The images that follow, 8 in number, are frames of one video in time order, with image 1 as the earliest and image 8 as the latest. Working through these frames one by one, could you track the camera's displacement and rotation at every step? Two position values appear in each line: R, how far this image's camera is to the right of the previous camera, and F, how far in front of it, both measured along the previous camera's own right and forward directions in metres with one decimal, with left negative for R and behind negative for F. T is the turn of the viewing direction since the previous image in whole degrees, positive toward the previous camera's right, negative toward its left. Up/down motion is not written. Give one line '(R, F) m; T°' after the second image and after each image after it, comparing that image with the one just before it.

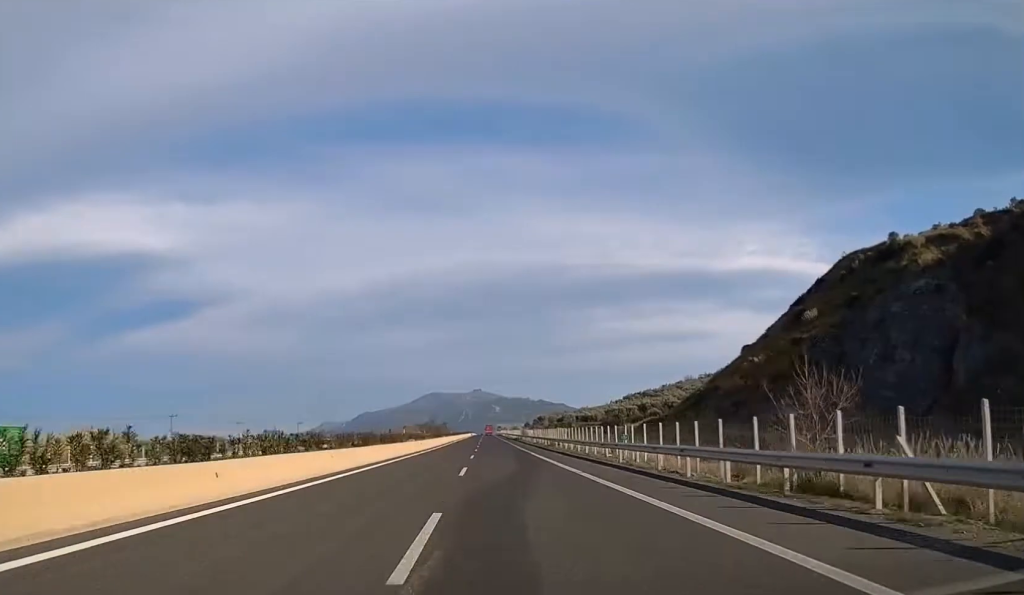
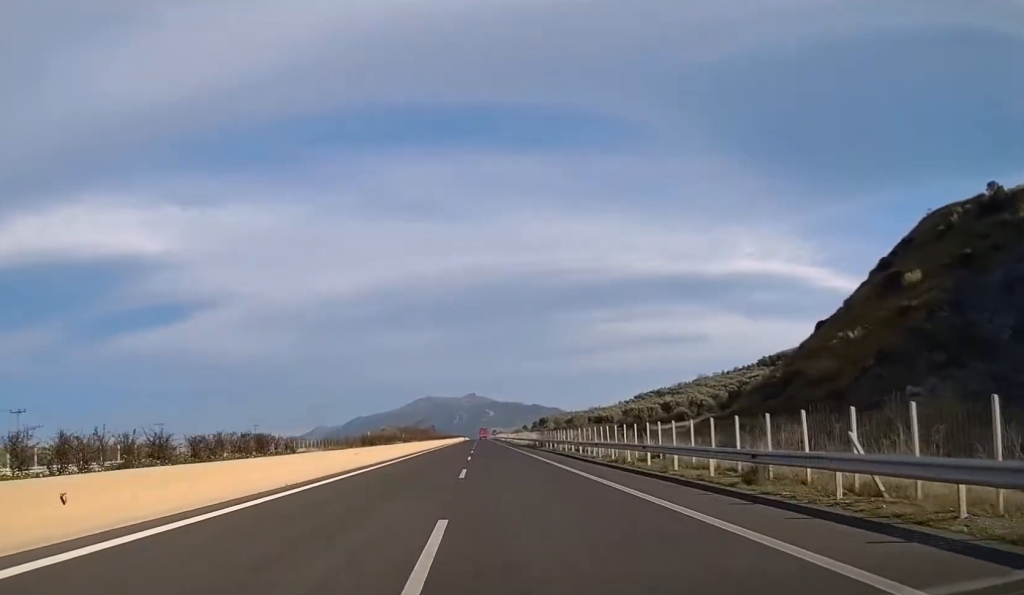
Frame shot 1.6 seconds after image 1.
(-0.3, +56.5) m; 0°
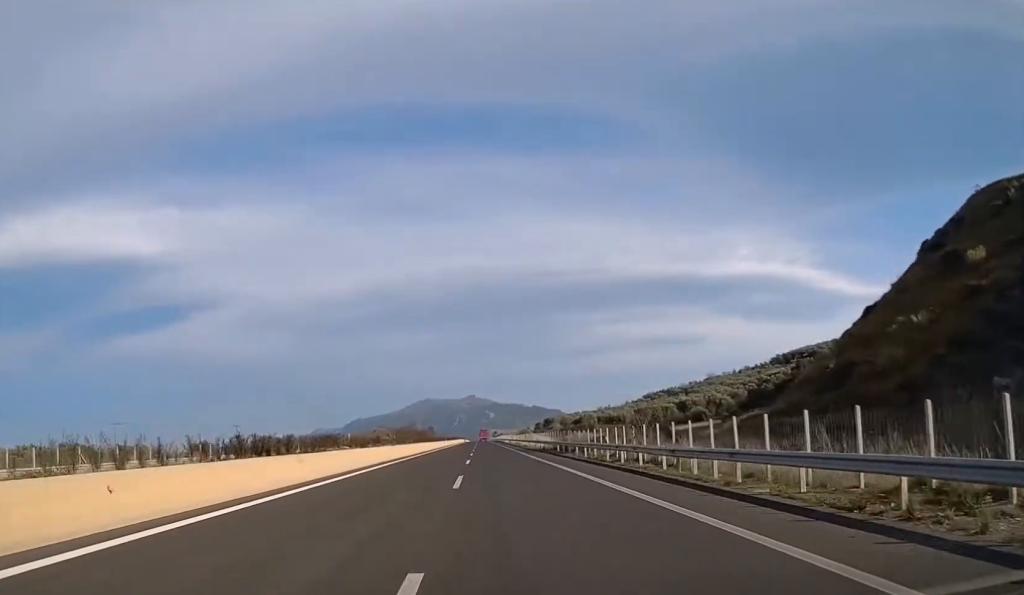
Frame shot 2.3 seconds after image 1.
(+0.1, +22.3) m; +1°
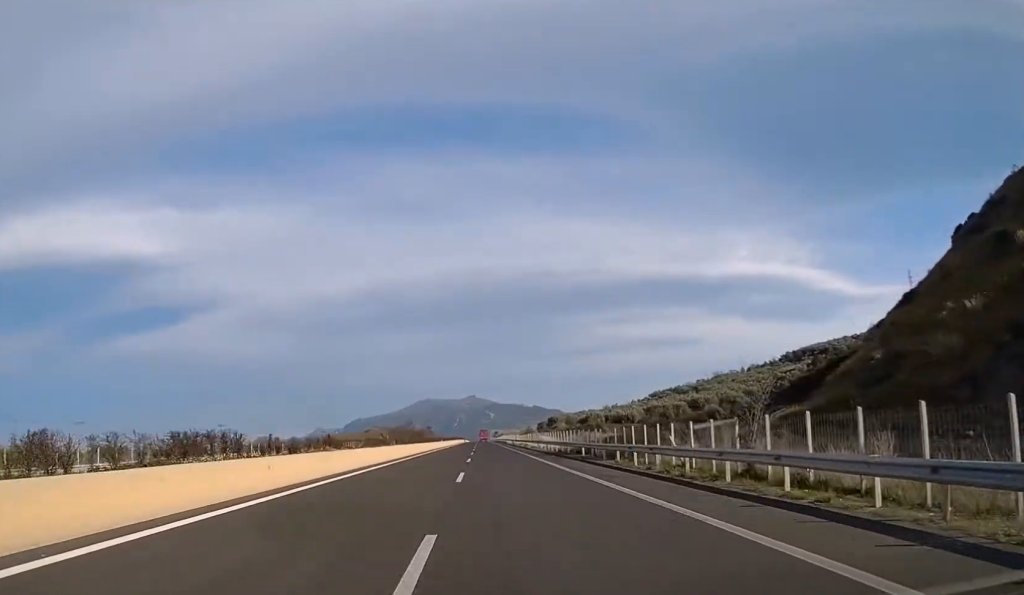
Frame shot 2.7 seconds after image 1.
(0.0, +16.6) m; 0°
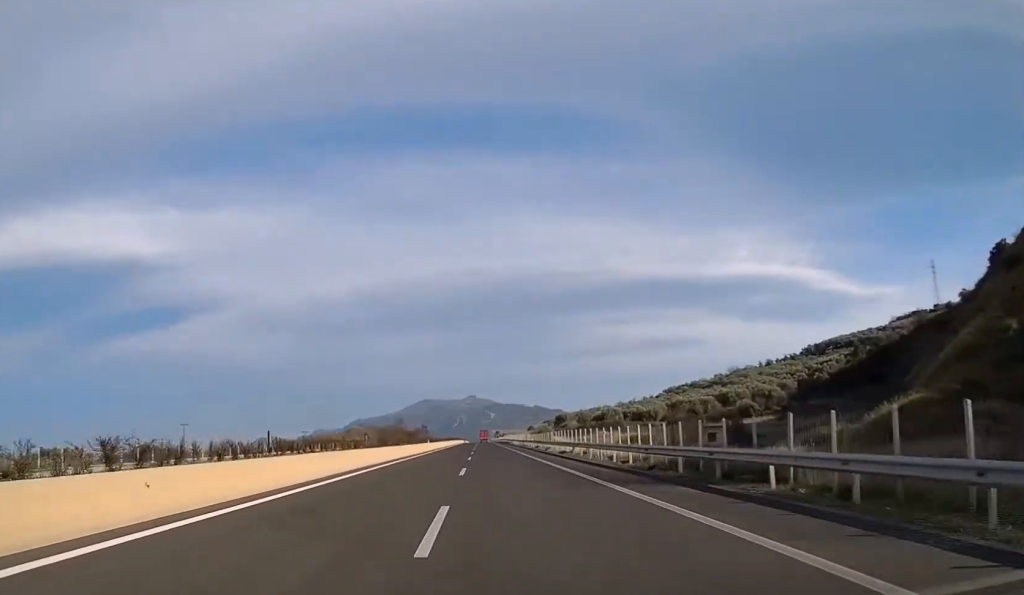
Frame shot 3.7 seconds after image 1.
(+0.2, +33.8) m; 0°
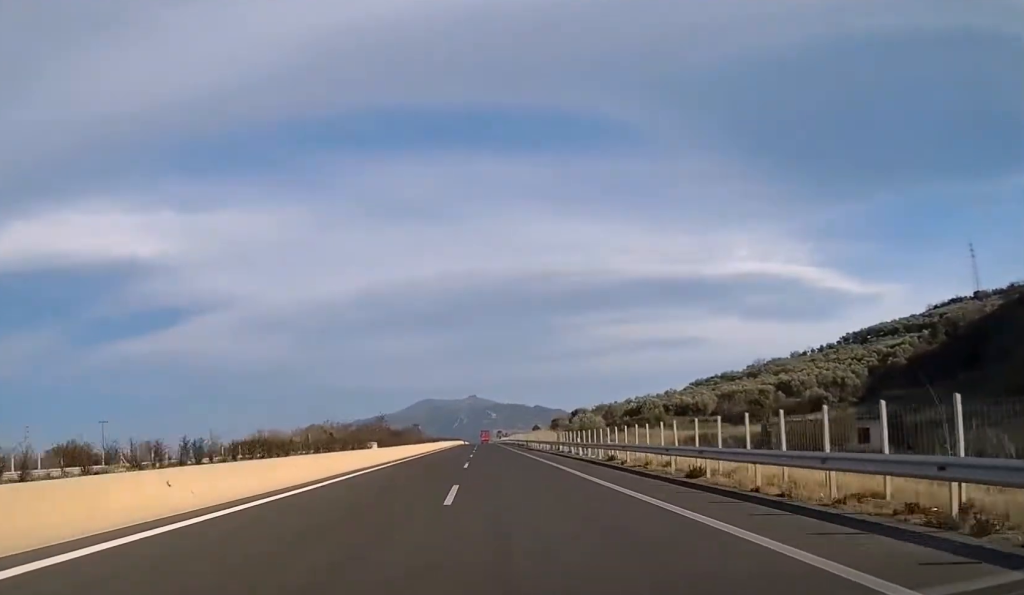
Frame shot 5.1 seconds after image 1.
(-0.3, +49.0) m; 0°
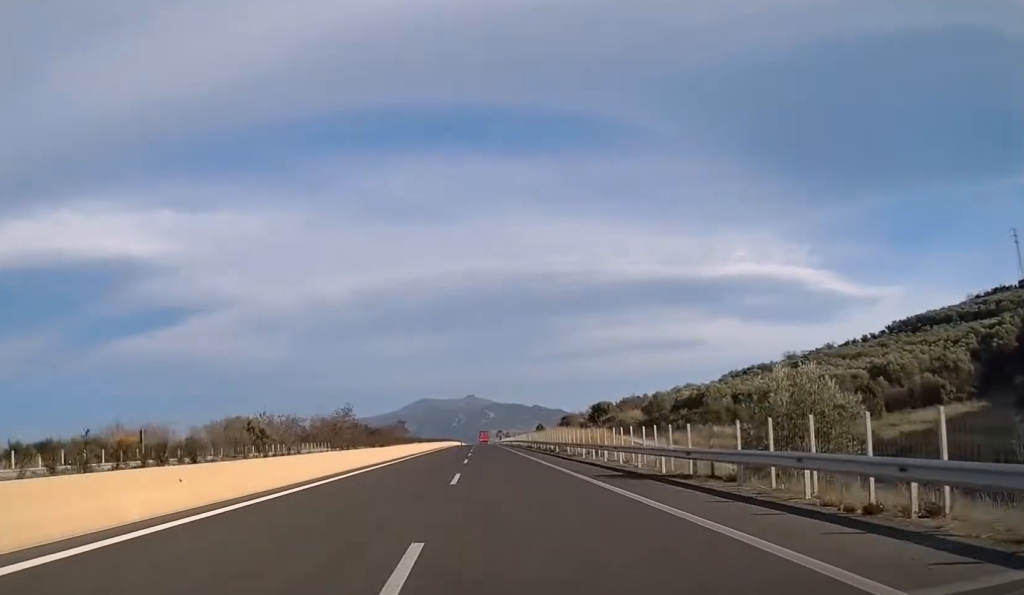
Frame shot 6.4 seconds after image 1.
(+0.1, +42.6) m; 0°
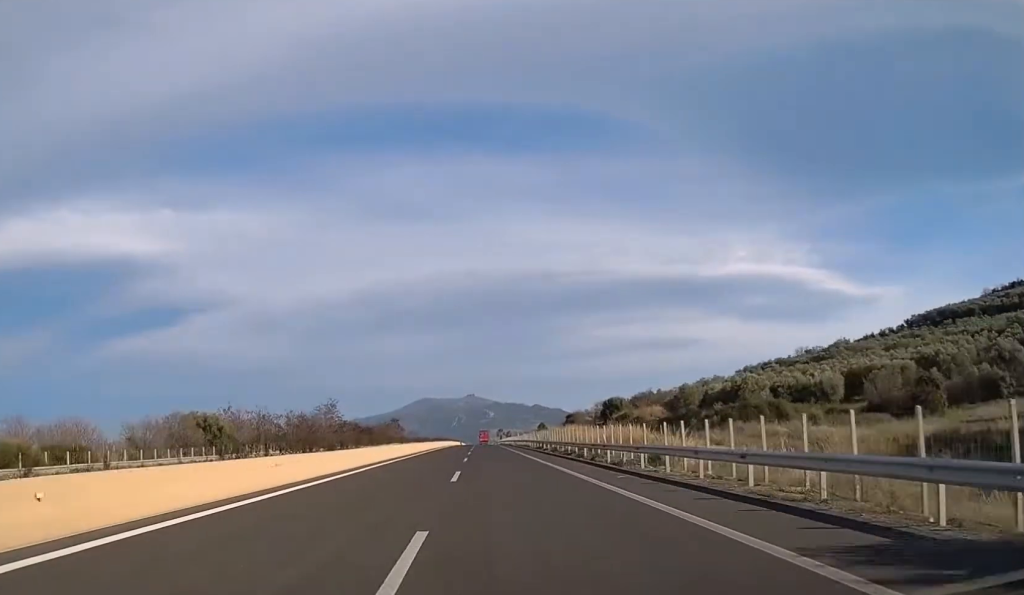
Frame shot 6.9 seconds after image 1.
(0.0, +16.0) m; 0°
